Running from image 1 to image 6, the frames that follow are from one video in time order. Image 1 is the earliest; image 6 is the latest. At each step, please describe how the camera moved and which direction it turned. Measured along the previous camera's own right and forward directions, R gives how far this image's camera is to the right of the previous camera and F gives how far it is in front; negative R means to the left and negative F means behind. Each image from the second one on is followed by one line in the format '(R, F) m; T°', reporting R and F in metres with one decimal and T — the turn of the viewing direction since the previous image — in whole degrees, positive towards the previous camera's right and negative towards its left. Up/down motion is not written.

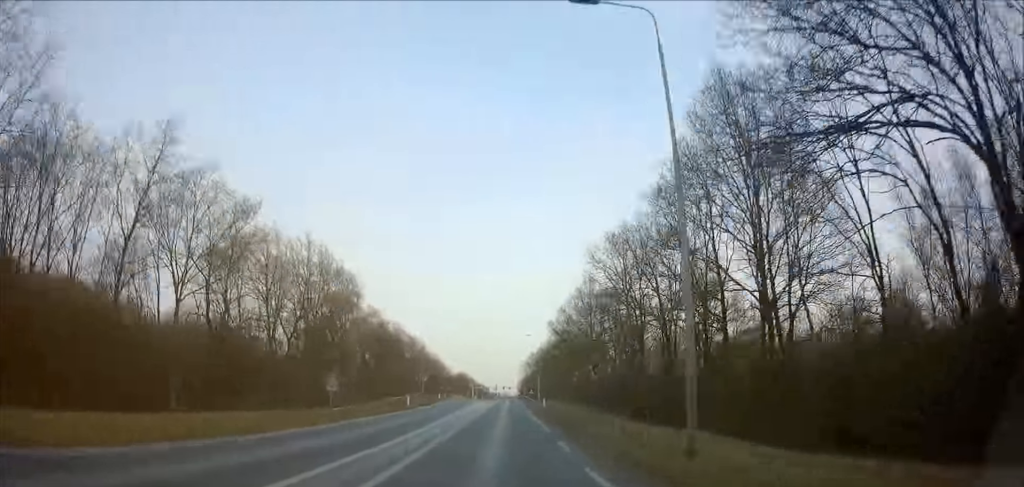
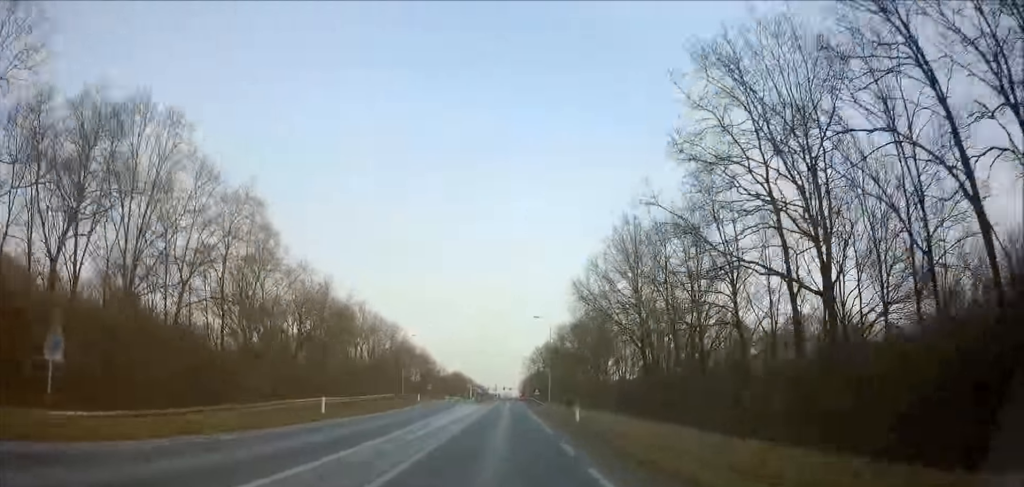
(0.0, +23.5) m; 0°
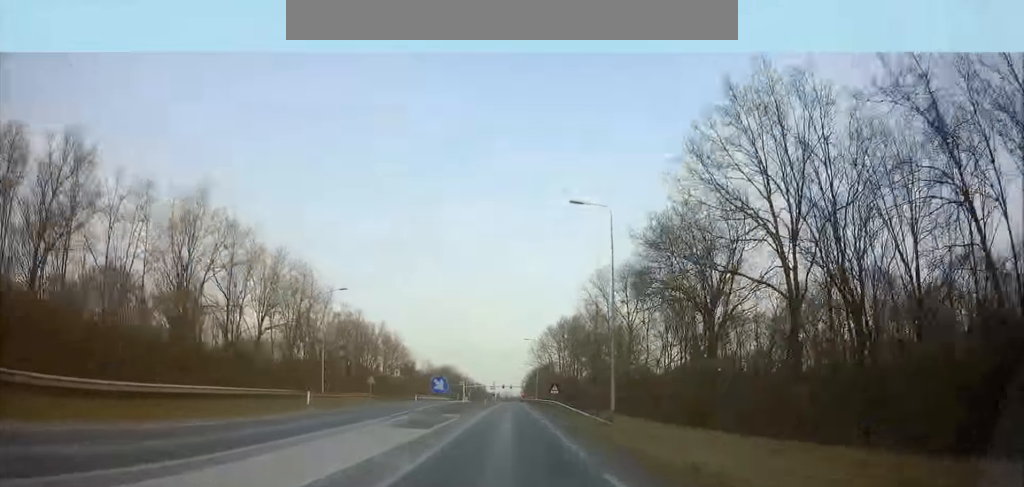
(-0.1, +42.2) m; 0°
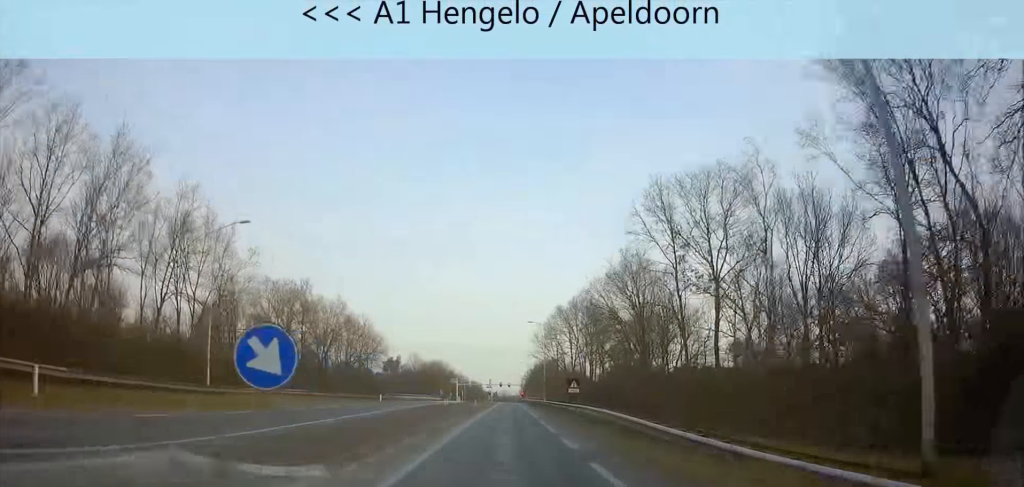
(0.0, +22.0) m; 0°
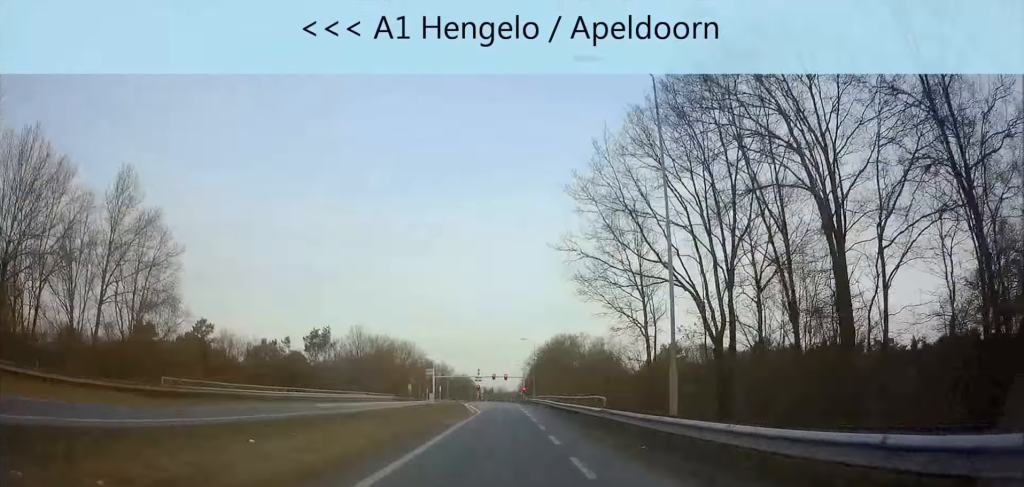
(0.0, +58.2) m; 0°
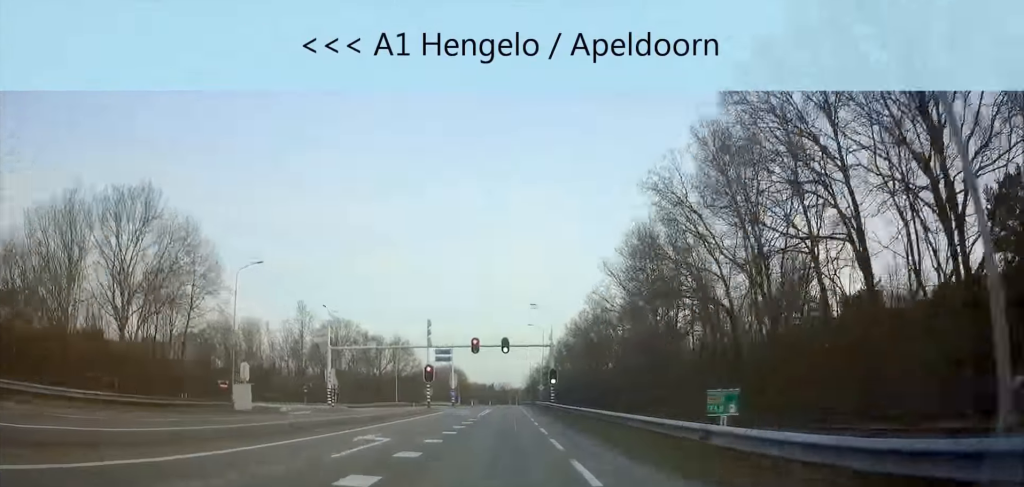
(+0.1, +94.3) m; 0°
